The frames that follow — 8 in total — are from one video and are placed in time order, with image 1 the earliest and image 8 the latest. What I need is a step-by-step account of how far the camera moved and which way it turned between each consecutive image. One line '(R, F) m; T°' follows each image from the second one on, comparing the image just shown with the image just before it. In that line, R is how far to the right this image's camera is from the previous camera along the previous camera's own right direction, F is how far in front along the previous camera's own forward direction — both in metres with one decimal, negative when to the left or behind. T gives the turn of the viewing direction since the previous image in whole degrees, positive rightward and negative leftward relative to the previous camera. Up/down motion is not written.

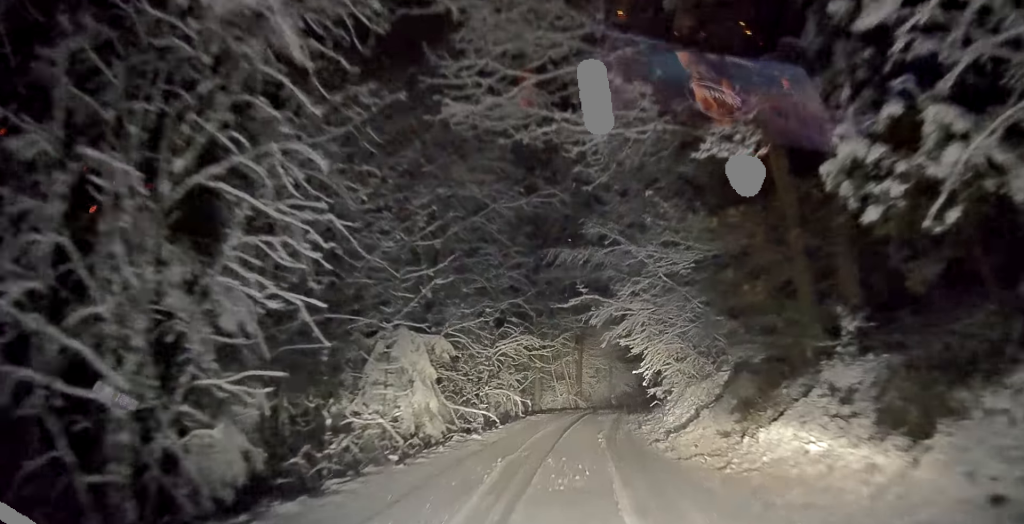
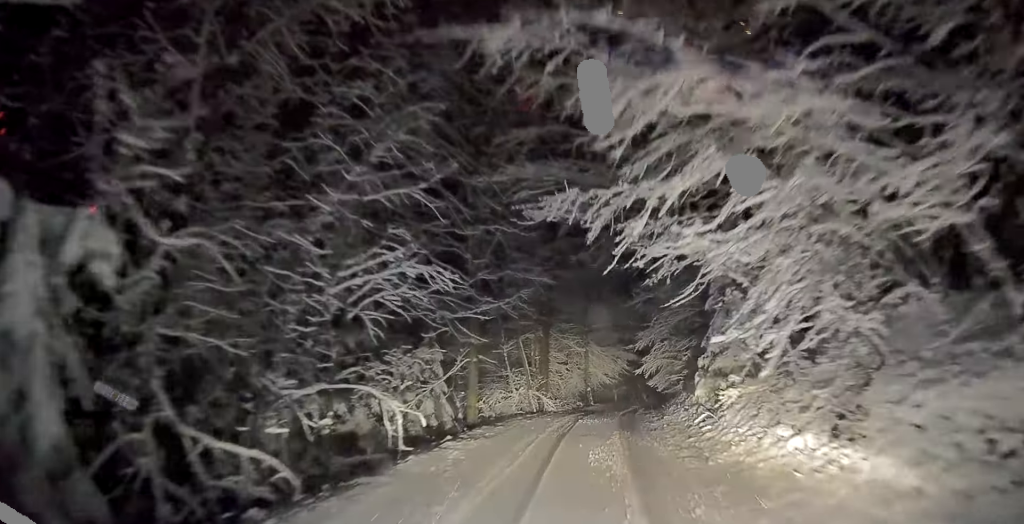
(+0.1, +9.0) m; +5°
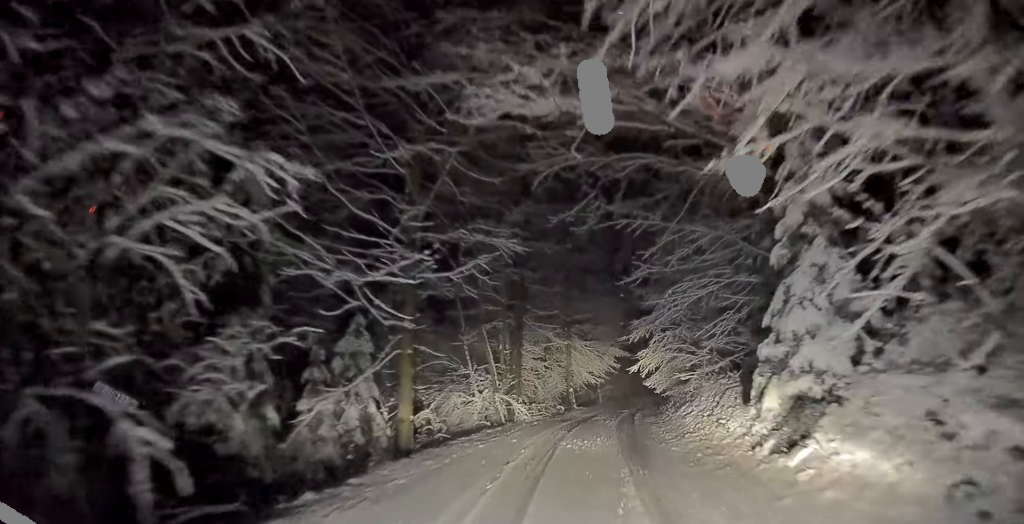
(+0.2, +3.9) m; +2°
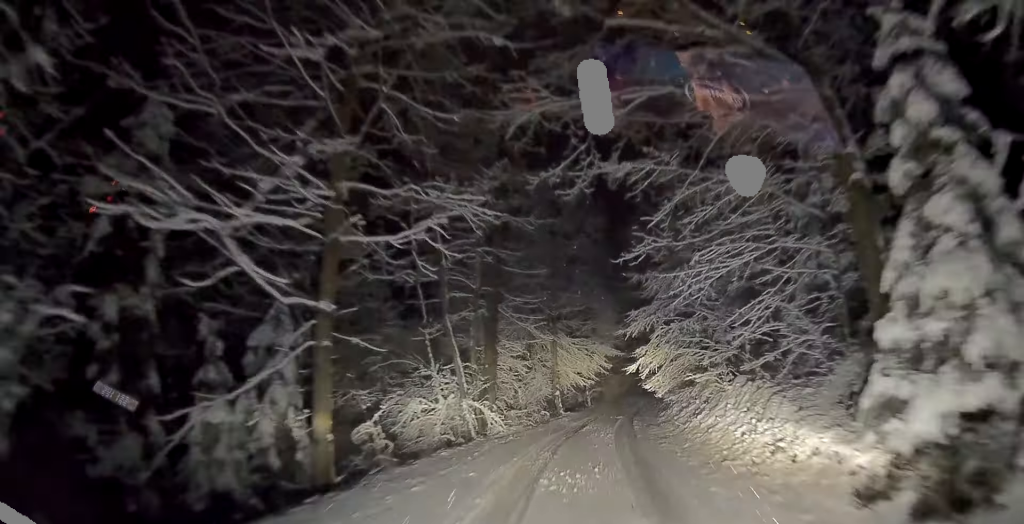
(+0.3, +2.6) m; 0°
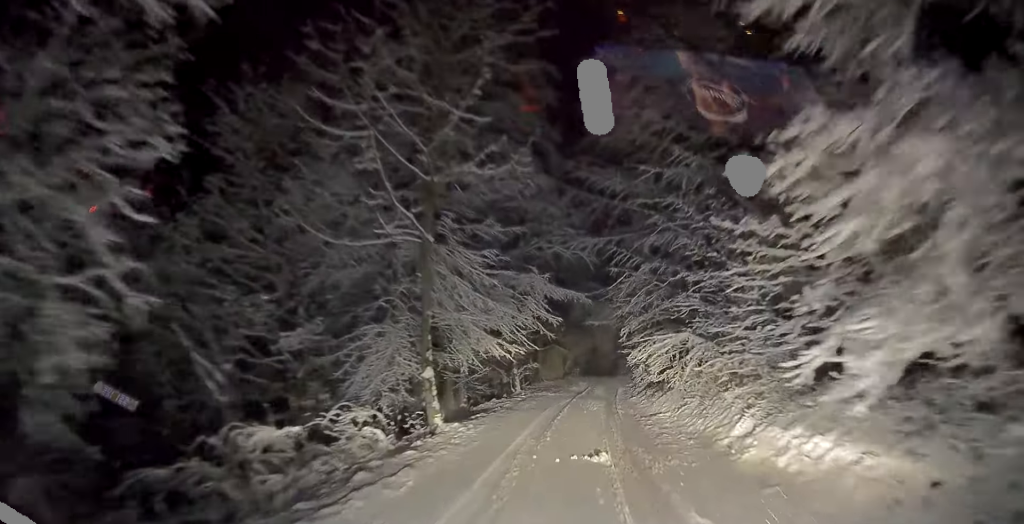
(-0.1, +11.5) m; +19°
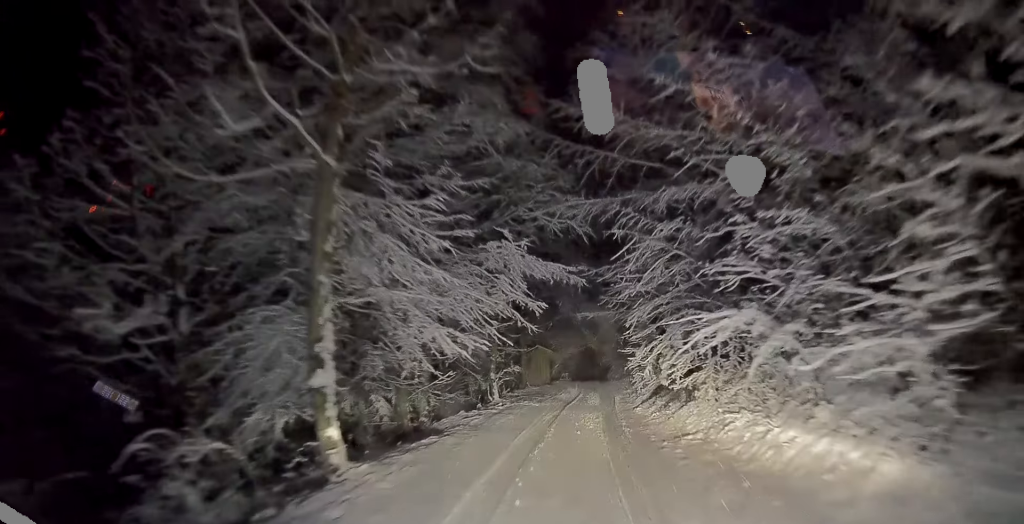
(+0.7, +2.8) m; +8°
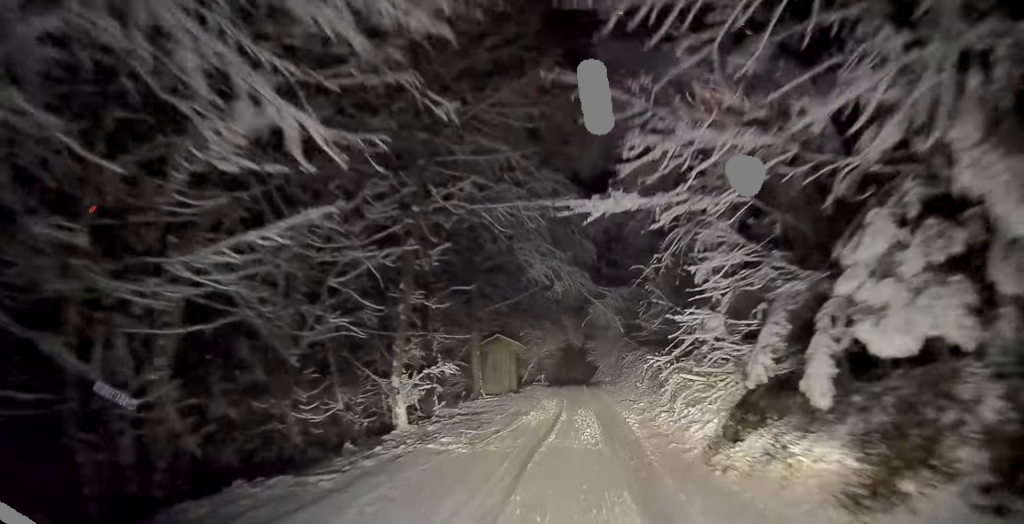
(+0.7, +7.3) m; -7°
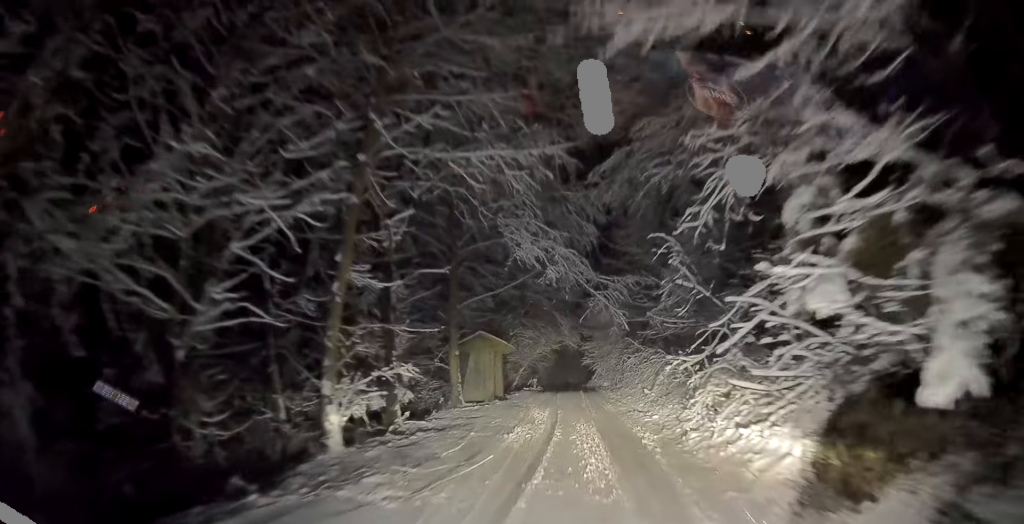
(-0.5, +2.2) m; -7°
